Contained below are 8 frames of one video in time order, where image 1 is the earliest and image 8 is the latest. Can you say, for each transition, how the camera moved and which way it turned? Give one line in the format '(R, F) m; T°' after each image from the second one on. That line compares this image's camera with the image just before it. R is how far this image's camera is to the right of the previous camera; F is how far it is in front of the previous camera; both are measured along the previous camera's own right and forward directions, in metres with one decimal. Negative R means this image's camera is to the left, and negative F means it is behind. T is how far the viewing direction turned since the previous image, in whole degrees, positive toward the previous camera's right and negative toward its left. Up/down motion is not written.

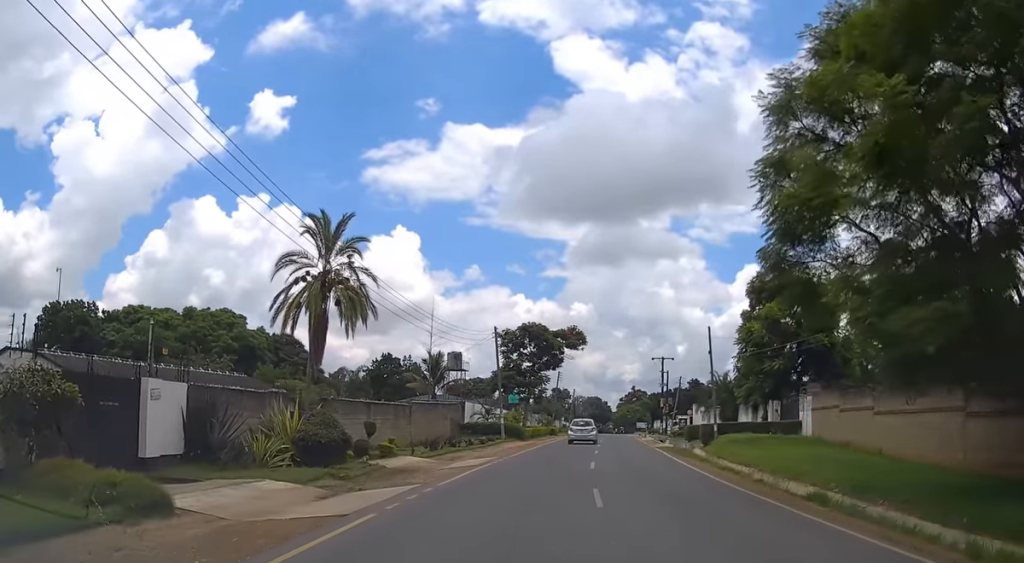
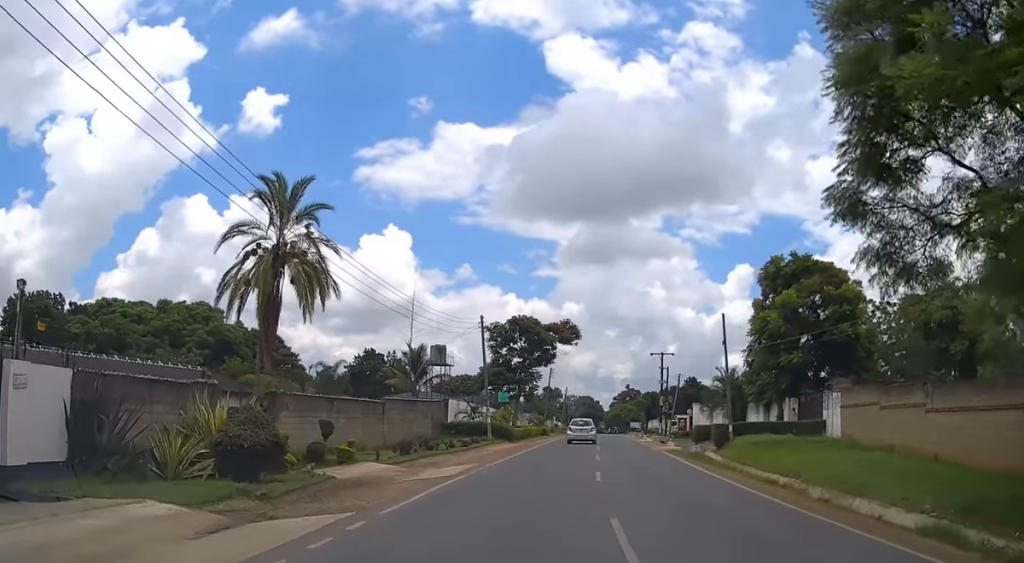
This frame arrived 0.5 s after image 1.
(+0.1, +4.9) m; +1°
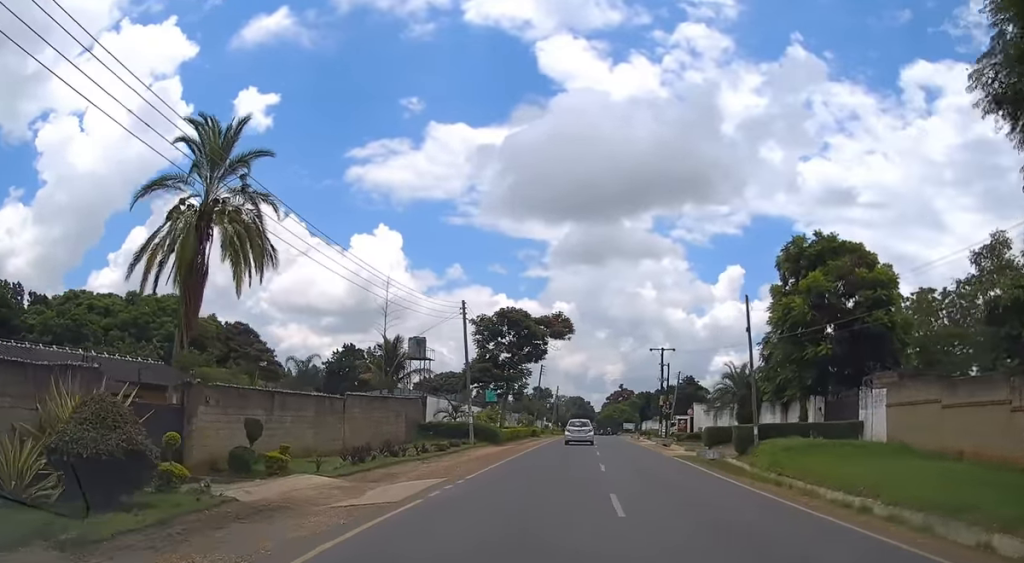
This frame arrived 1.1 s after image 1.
(0.0, +5.6) m; +1°
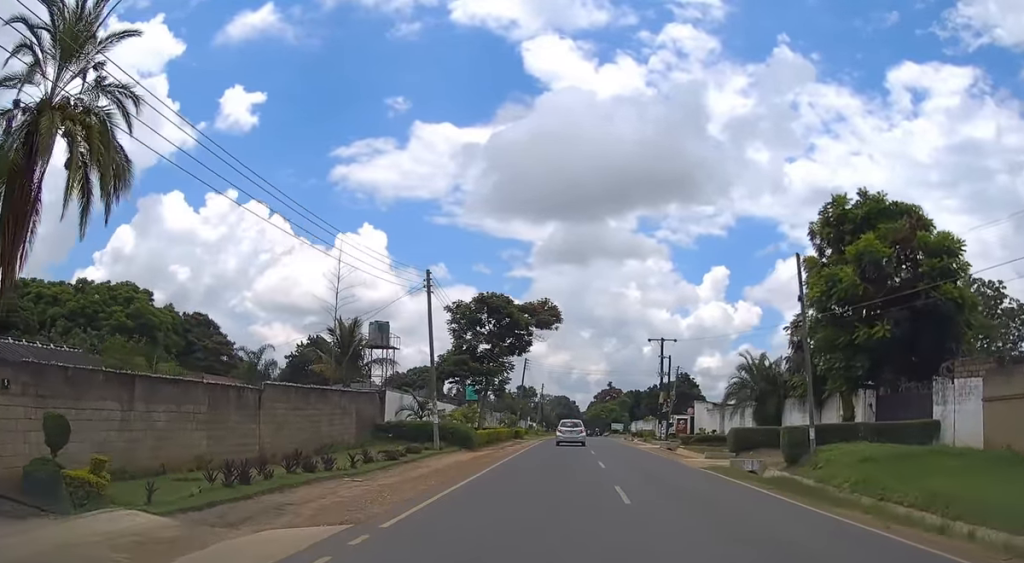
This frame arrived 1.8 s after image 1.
(+0.2, +7.7) m; +1°
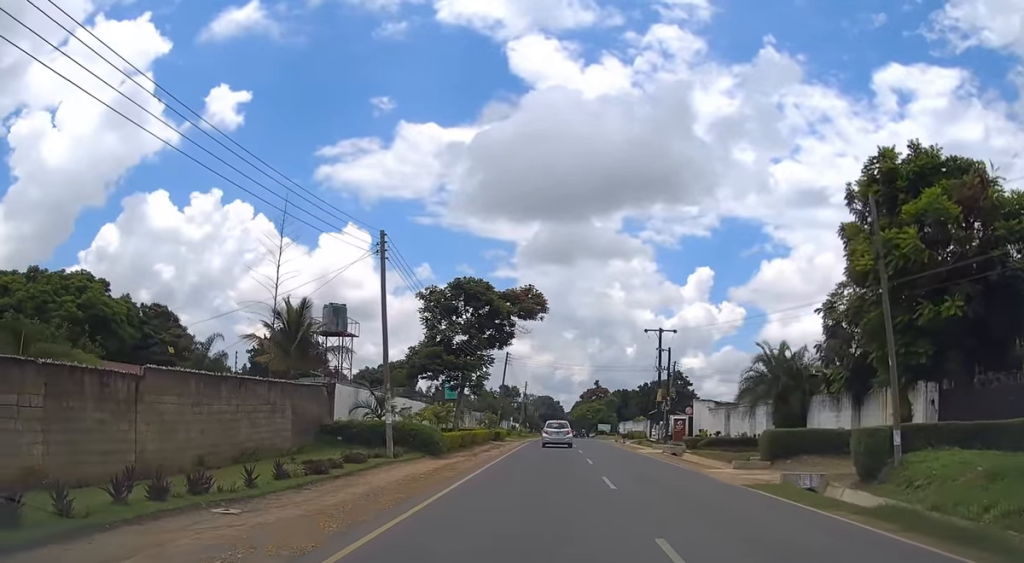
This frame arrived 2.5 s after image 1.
(0.0, +6.5) m; +1°
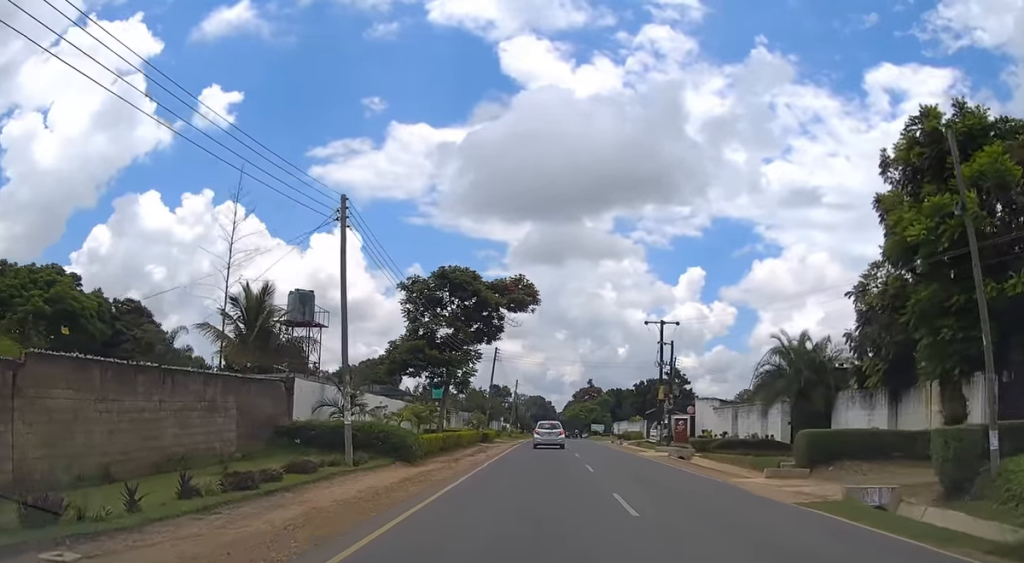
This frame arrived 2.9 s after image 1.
(-0.1, +4.2) m; +1°
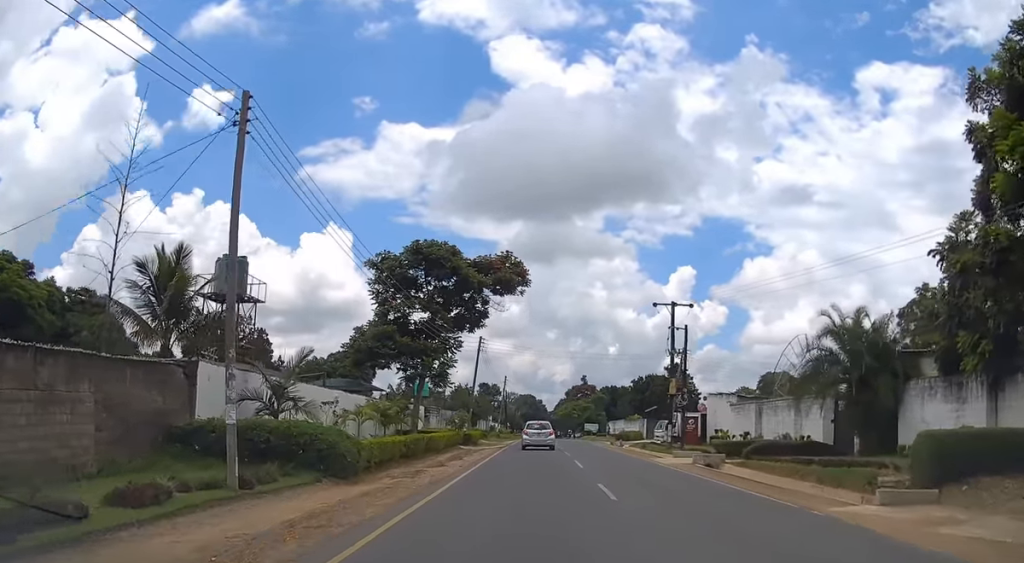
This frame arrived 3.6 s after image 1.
(+0.2, +7.2) m; +1°
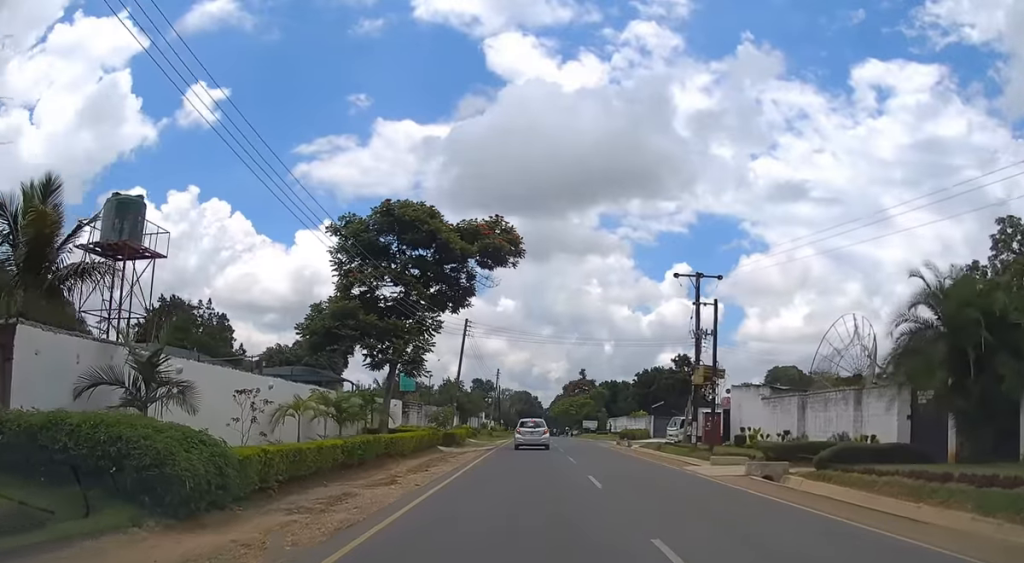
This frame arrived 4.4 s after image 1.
(+0.1, +7.6) m; +1°
